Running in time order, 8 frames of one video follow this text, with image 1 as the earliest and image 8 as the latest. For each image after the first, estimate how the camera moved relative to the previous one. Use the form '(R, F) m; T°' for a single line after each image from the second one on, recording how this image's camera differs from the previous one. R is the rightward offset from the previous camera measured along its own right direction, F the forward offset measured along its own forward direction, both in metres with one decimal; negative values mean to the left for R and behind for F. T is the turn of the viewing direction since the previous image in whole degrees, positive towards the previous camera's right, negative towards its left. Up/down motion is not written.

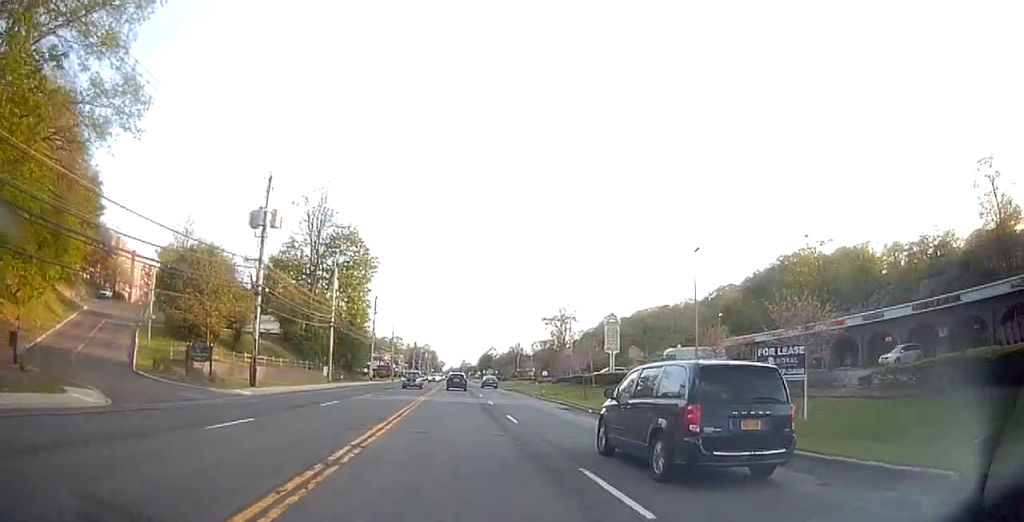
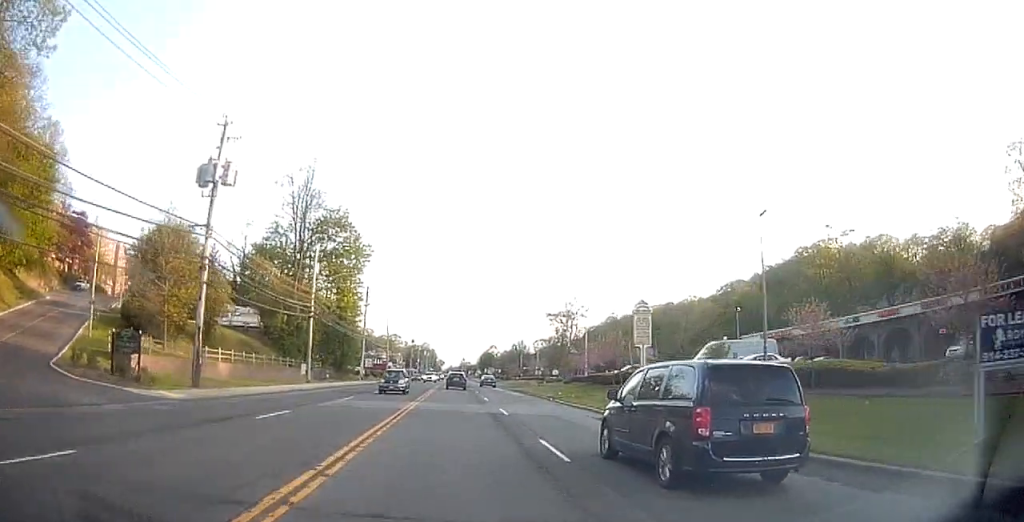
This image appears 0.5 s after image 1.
(-0.1, +8.5) m; +1°
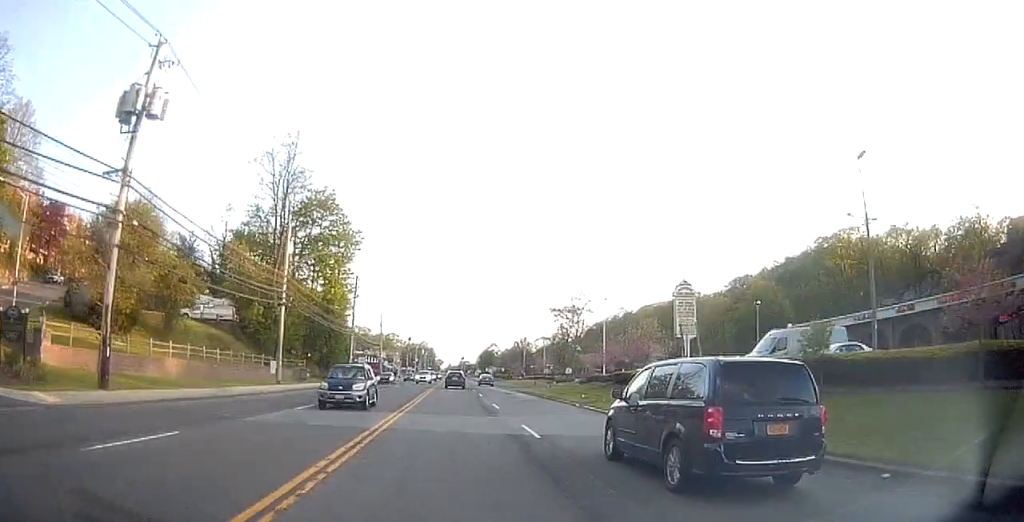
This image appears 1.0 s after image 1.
(+0.3, +8.3) m; 0°
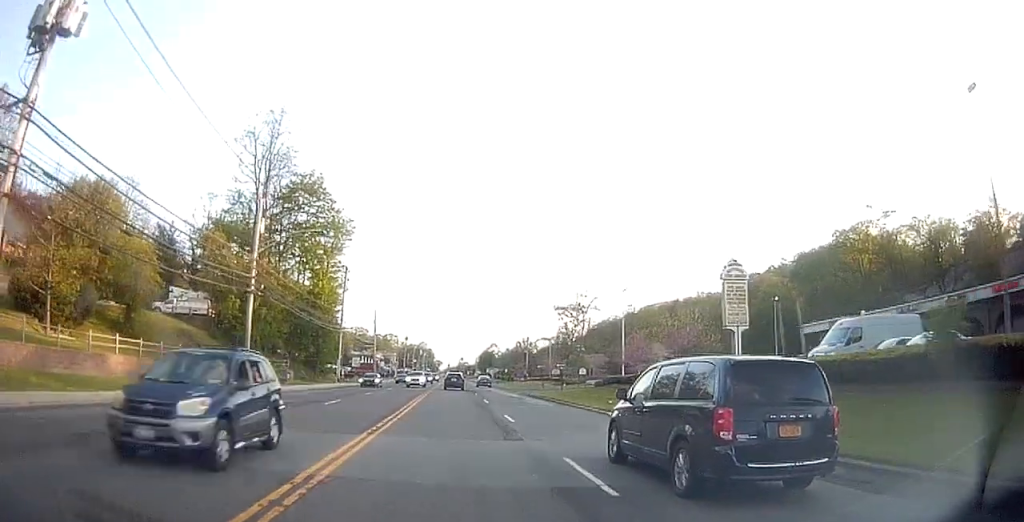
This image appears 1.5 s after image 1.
(+0.2, +6.7) m; 0°
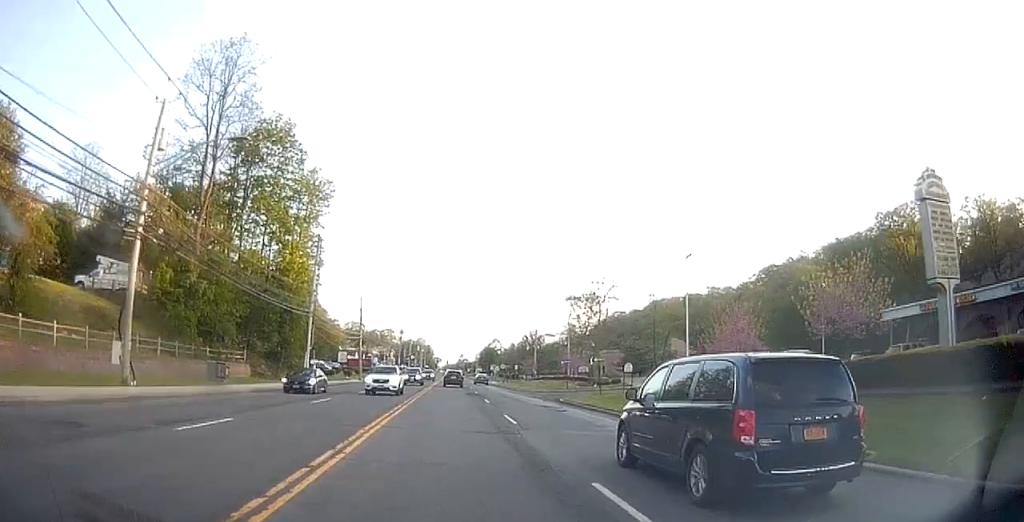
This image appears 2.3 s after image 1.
(-0.5, +14.1) m; -2°
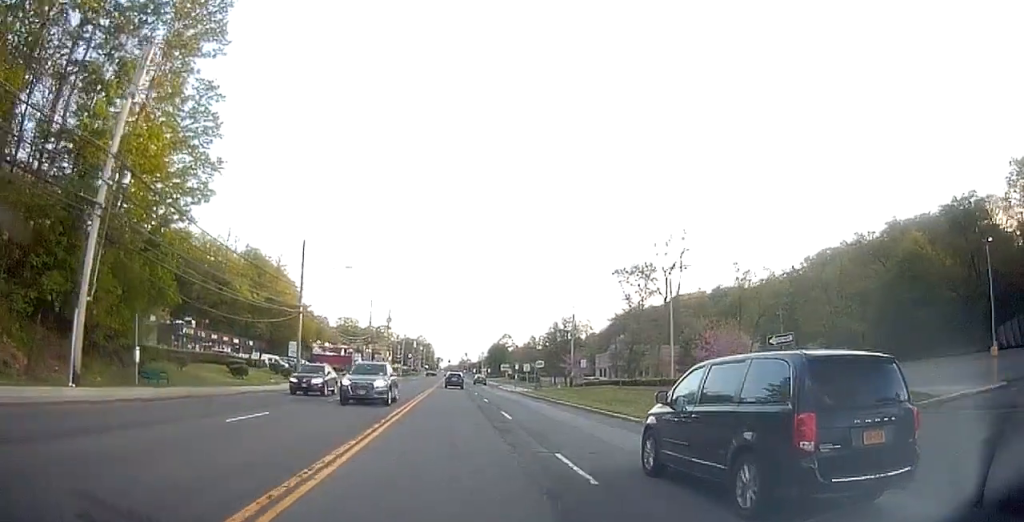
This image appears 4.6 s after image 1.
(+0.3, +34.2) m; +1°
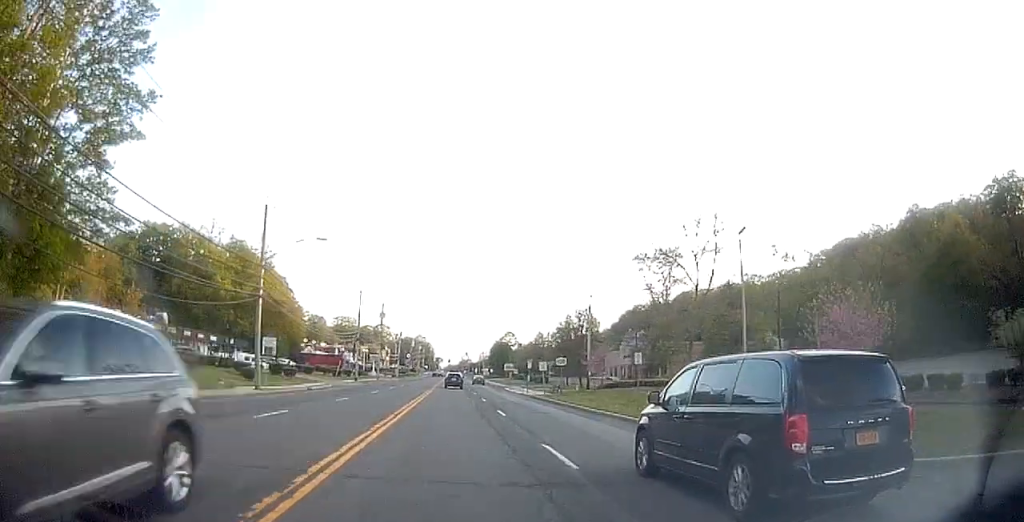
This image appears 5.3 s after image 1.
(-0.2, +10.6) m; +1°
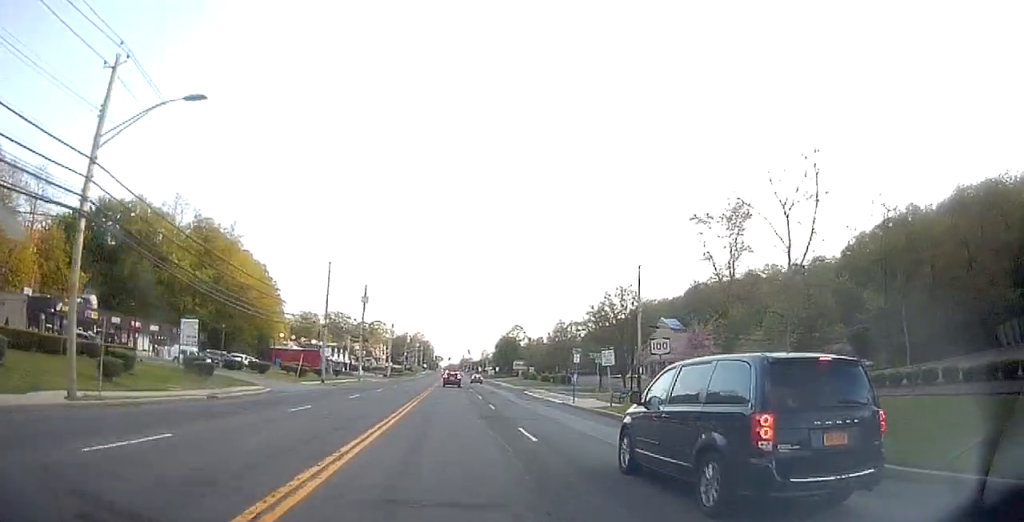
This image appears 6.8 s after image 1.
(+0.4, +20.4) m; 0°
